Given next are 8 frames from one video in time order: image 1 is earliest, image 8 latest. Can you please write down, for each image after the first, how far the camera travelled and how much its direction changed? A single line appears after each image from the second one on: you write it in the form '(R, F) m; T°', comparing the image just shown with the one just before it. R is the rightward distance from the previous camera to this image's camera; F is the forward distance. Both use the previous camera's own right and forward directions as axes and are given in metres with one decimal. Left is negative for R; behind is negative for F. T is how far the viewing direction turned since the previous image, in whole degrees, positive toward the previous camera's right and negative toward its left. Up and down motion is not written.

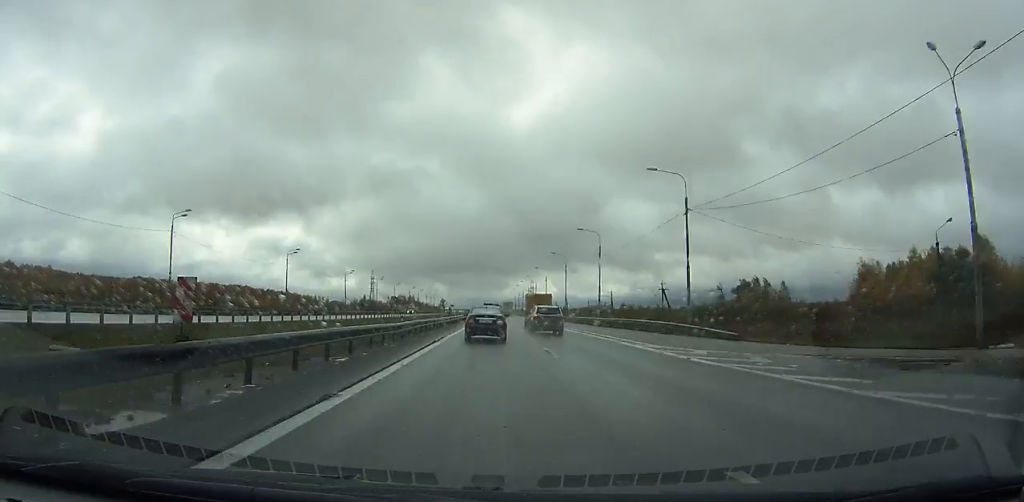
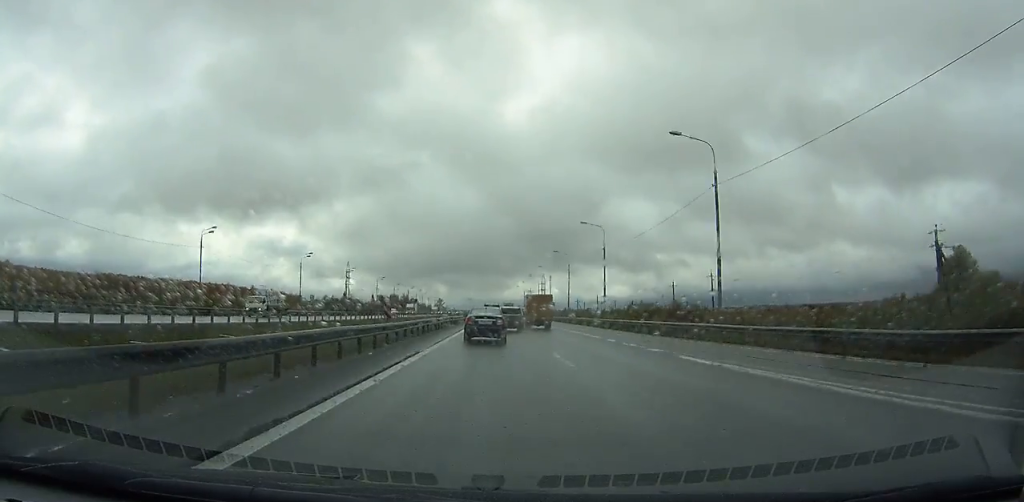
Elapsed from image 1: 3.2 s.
(+0.1, +67.4) m; 0°
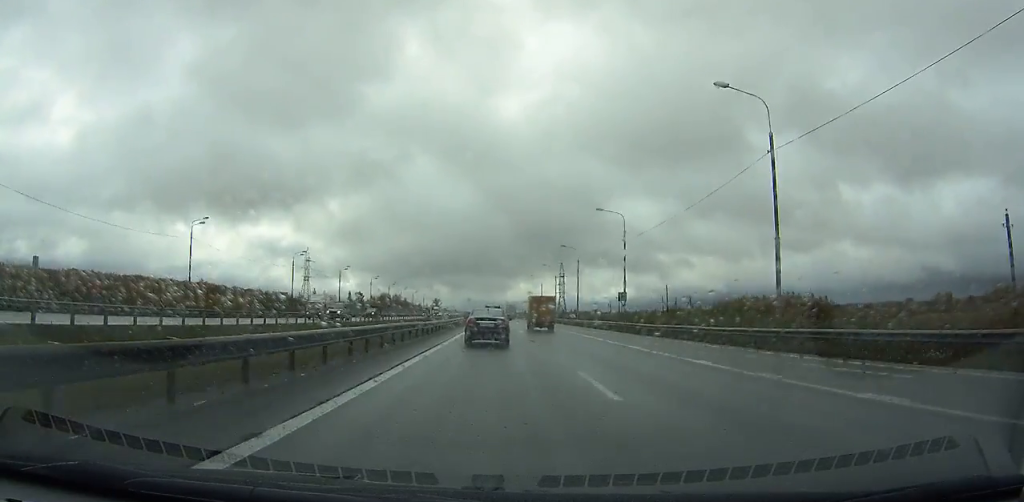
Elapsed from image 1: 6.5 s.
(-0.2, +69.6) m; 0°
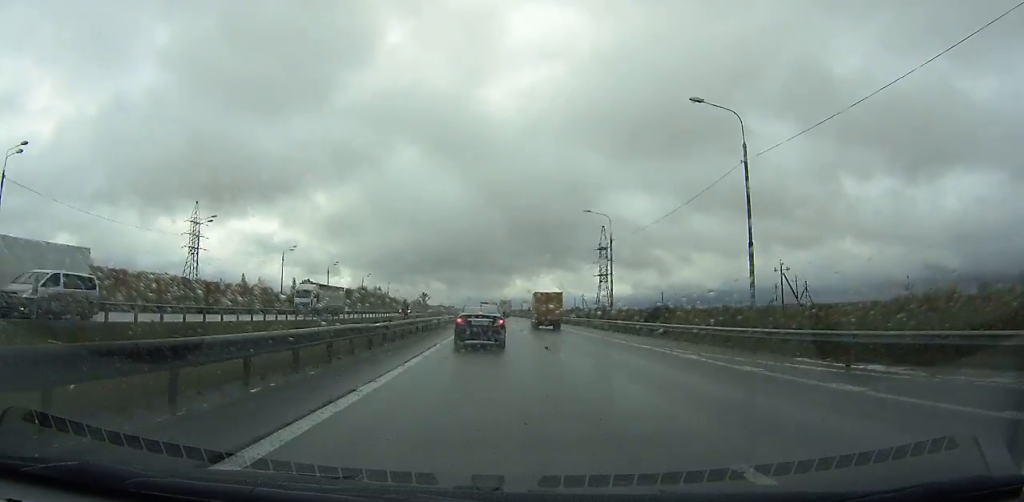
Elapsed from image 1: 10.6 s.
(-0.2, +83.5) m; 0°
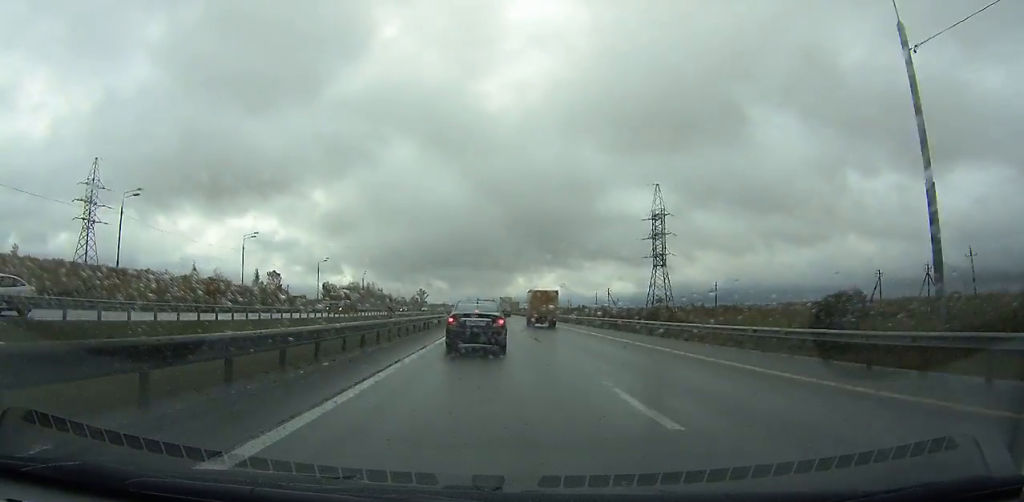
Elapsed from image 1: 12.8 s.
(-0.1, +41.7) m; 0°
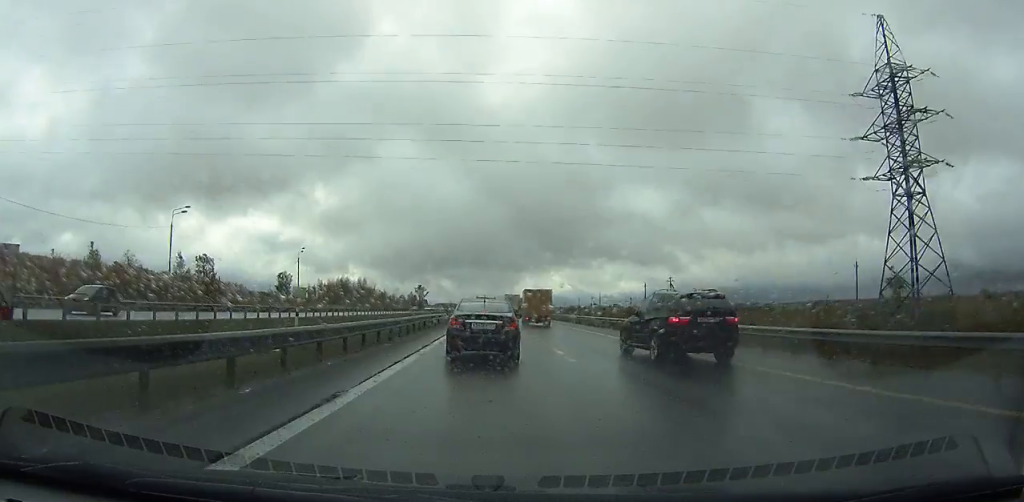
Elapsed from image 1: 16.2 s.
(-0.3, +57.0) m; -1°
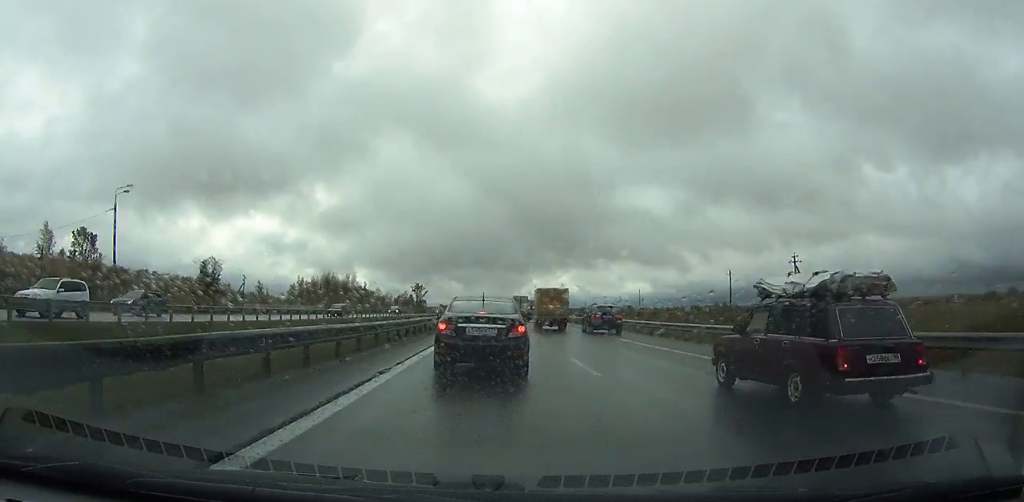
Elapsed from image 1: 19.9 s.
(-0.5, +50.8) m; -1°
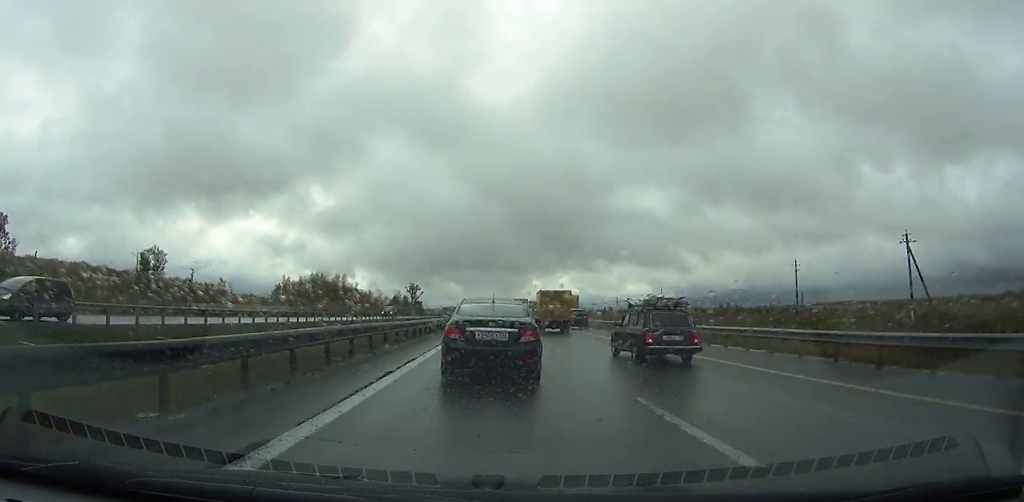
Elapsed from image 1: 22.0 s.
(-0.1, +23.5) m; 0°
